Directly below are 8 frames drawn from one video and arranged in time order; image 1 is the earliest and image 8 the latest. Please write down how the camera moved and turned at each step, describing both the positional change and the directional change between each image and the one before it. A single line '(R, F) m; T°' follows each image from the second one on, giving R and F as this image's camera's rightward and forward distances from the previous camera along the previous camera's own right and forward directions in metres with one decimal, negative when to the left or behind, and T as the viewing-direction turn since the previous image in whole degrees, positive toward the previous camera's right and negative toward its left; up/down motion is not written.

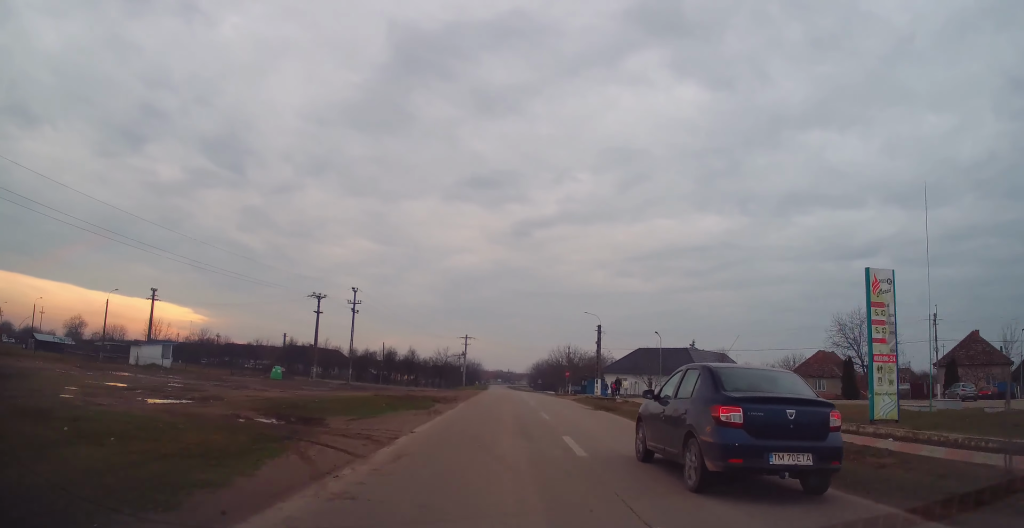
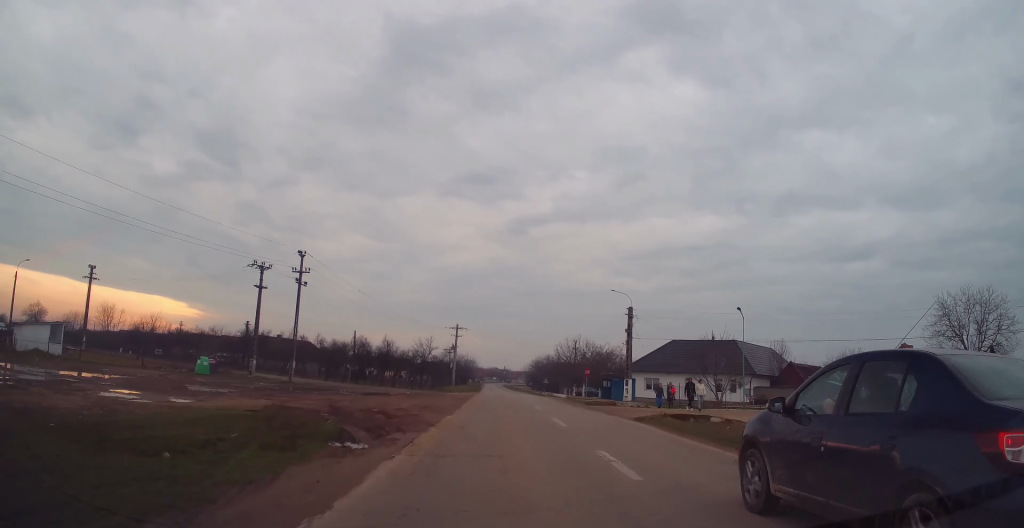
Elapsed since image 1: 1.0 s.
(-0.2, +18.4) m; 0°
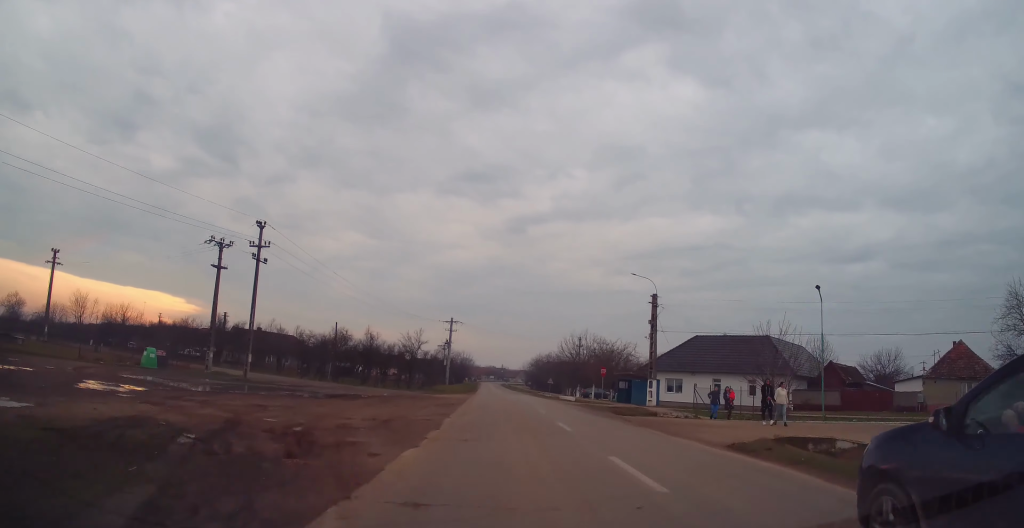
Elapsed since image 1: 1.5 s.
(0.0, +9.0) m; 0°
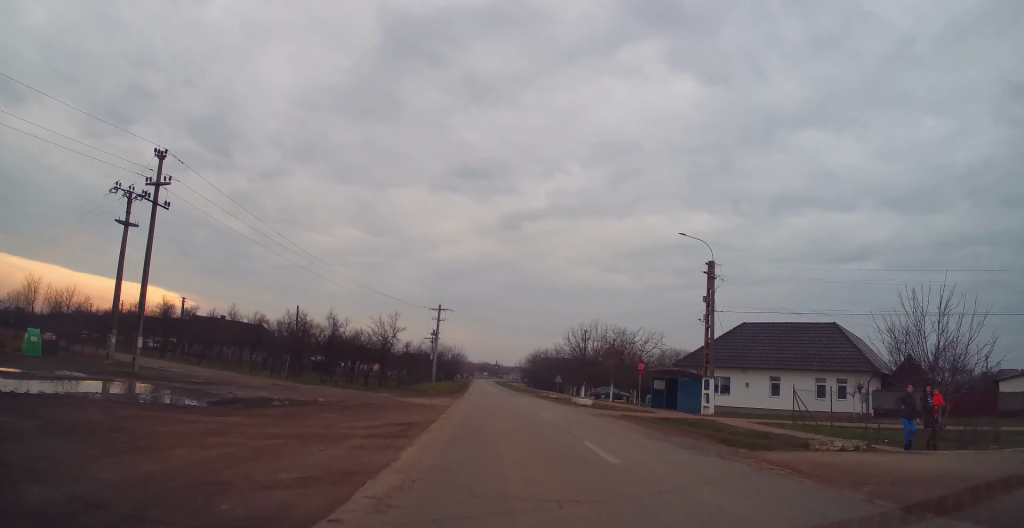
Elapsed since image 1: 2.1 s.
(+0.1, +13.0) m; 0°
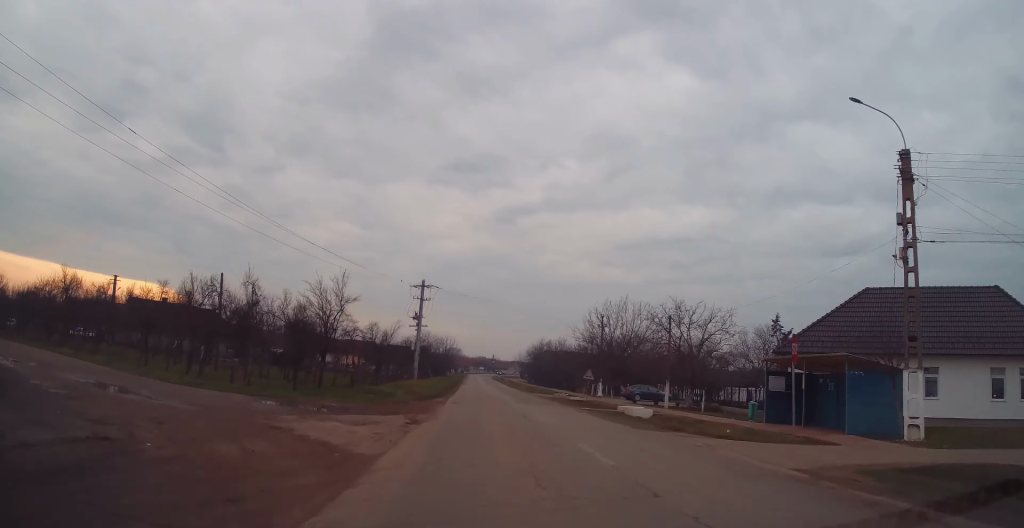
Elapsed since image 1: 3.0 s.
(-0.3, +17.6) m; +1°
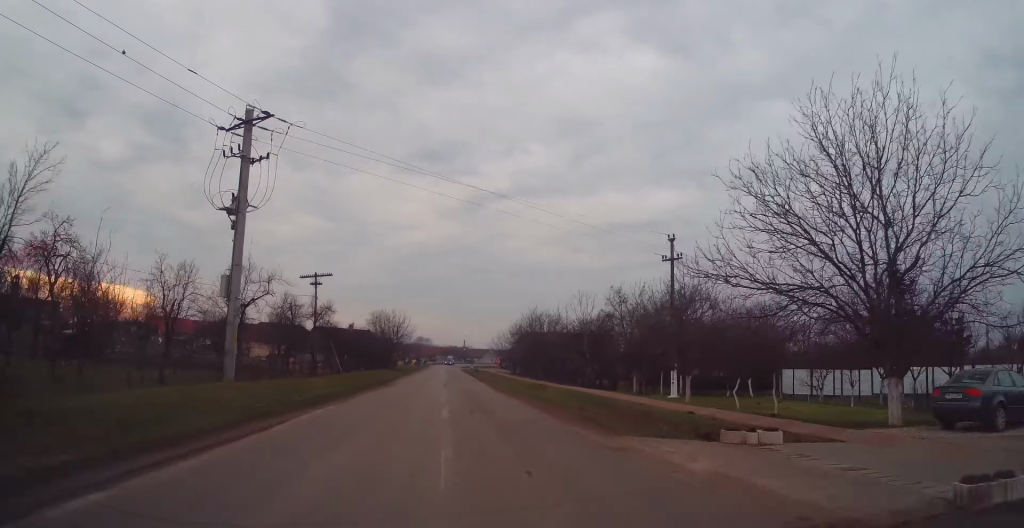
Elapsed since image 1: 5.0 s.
(+1.3, +42.2) m; +2°
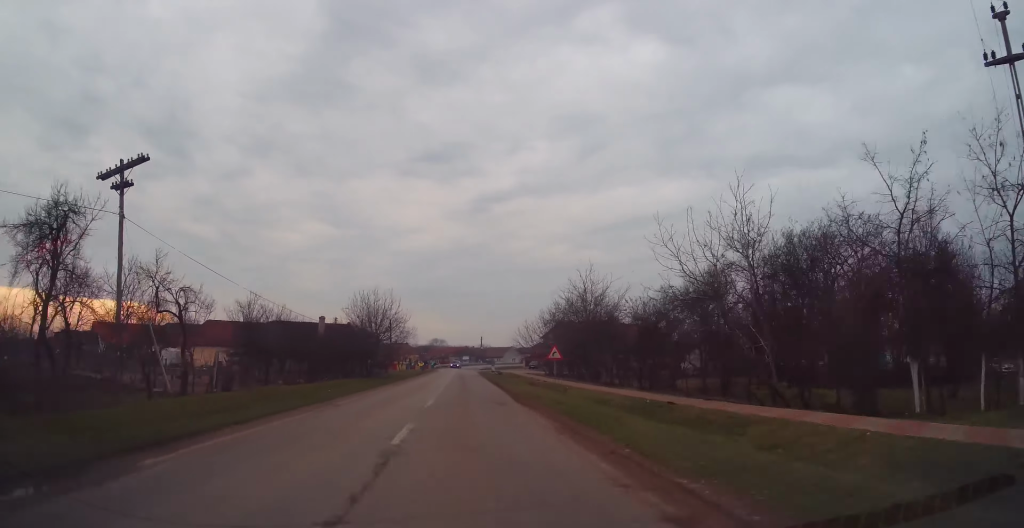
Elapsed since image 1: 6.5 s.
(-0.1, +29.6) m; -1°
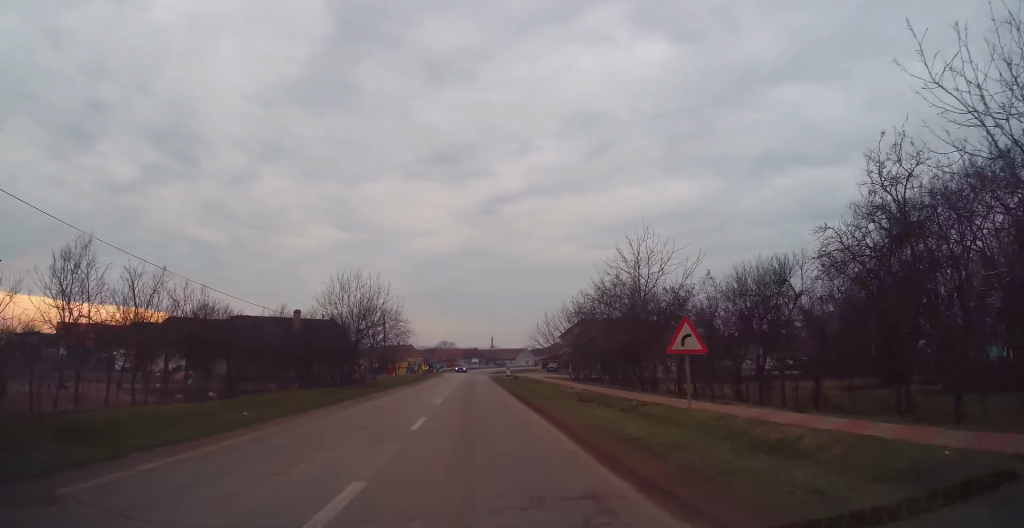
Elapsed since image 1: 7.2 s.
(+0.1, +14.3) m; -2°
